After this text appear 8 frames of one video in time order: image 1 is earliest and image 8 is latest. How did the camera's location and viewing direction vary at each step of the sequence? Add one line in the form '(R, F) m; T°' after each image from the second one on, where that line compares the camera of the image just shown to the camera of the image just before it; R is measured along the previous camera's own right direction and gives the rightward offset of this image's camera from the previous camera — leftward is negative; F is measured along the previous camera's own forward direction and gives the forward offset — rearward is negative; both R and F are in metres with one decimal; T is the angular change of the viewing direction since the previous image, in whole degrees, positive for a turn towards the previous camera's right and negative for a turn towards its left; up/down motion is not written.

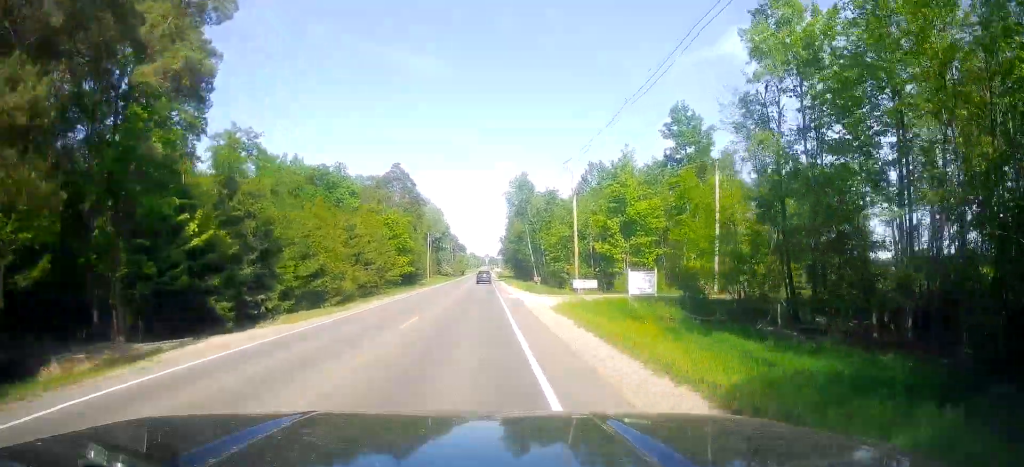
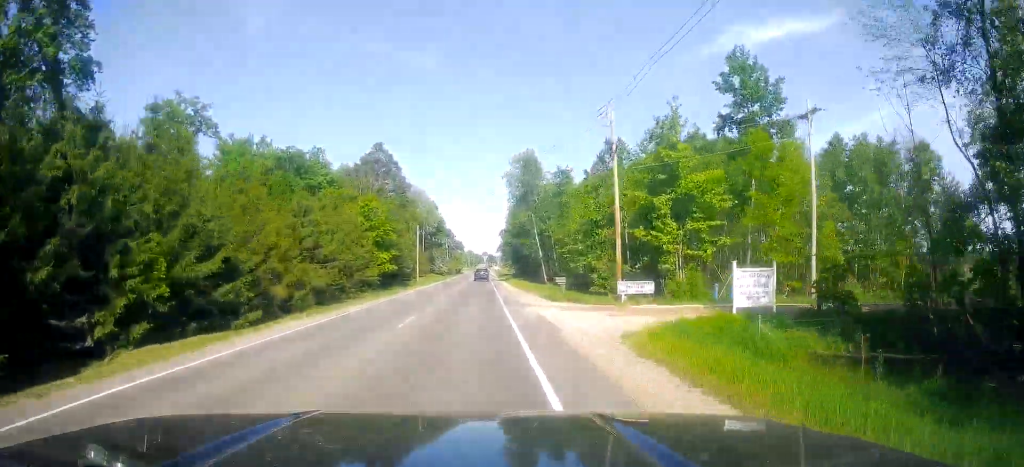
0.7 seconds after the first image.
(+0.8, +15.6) m; 0°
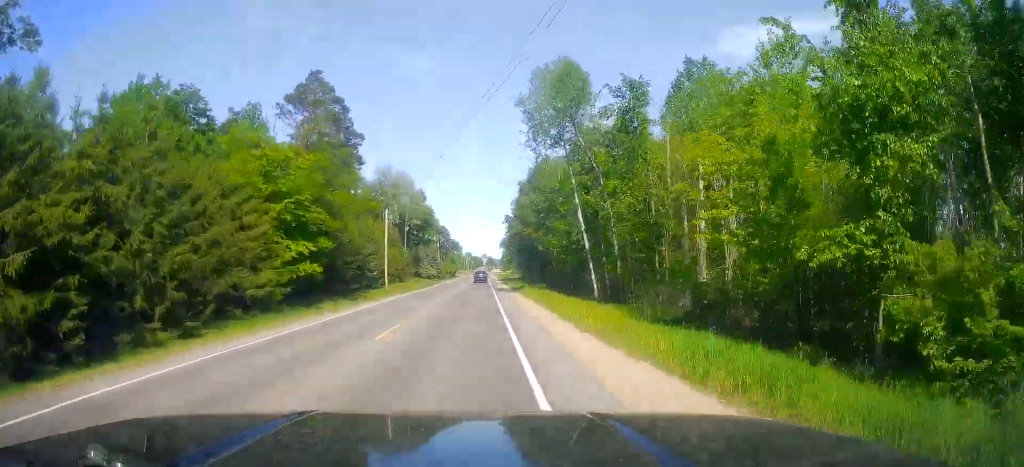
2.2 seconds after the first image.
(-1.4, +33.7) m; -4°
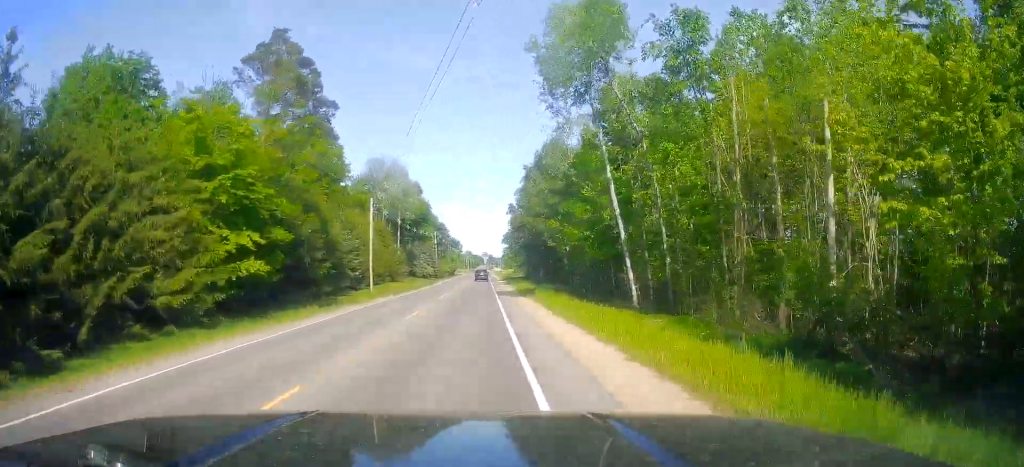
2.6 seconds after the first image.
(-0.3, +10.2) m; +1°
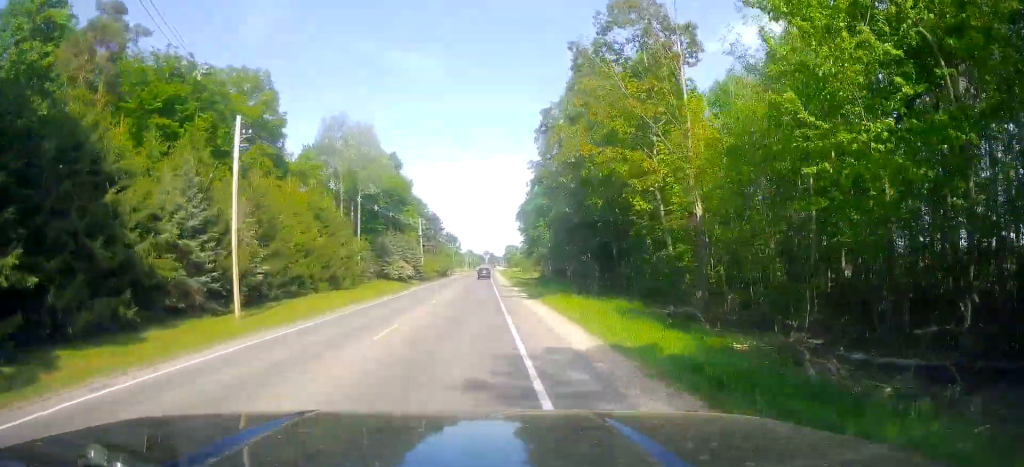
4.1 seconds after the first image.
(+1.1, +36.1) m; +3°
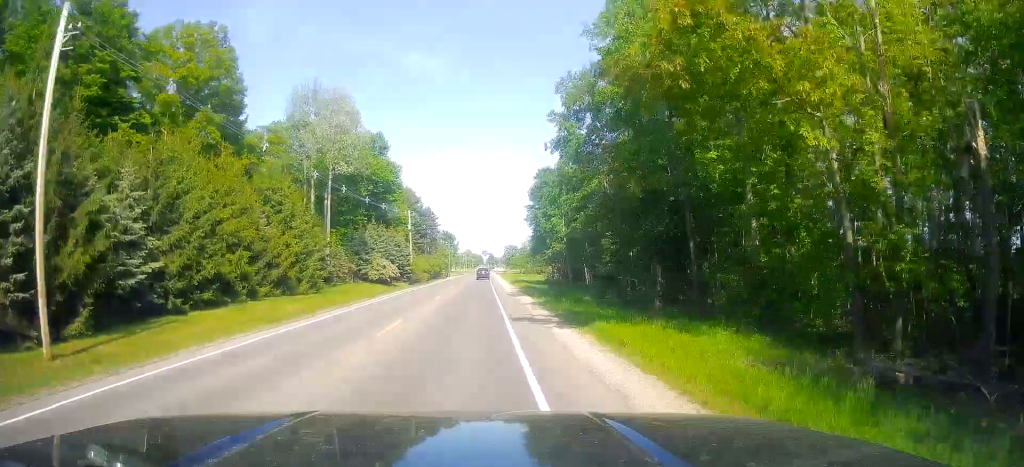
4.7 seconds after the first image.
(+0.1, +14.8) m; -2°
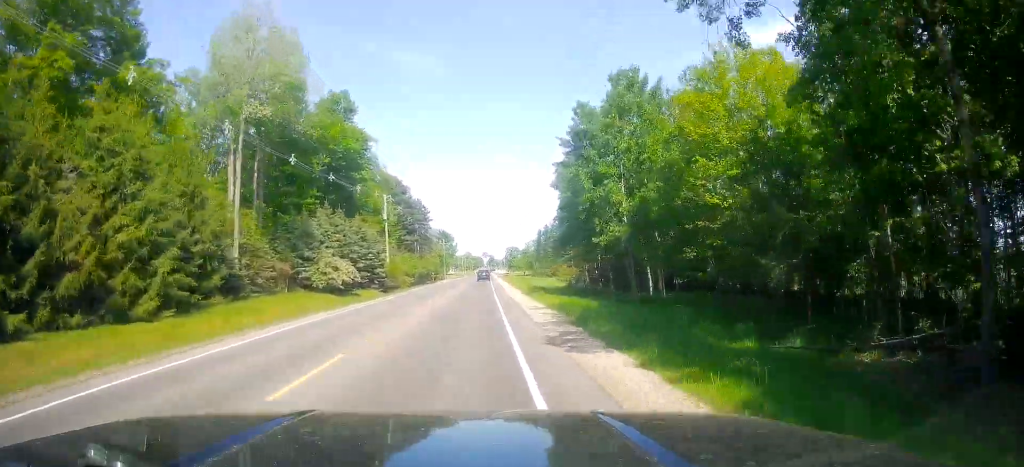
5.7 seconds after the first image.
(-0.8, +23.9) m; -1°
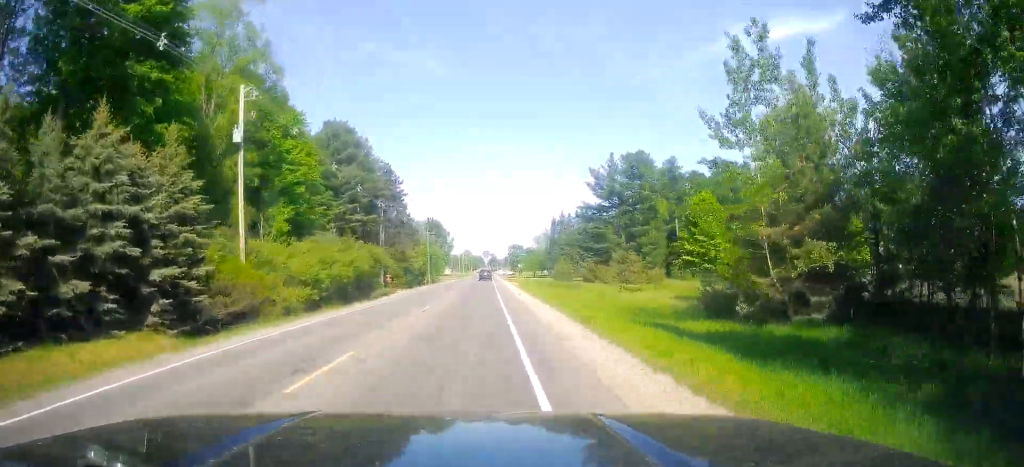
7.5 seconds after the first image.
(+1.4, +45.7) m; +2°
